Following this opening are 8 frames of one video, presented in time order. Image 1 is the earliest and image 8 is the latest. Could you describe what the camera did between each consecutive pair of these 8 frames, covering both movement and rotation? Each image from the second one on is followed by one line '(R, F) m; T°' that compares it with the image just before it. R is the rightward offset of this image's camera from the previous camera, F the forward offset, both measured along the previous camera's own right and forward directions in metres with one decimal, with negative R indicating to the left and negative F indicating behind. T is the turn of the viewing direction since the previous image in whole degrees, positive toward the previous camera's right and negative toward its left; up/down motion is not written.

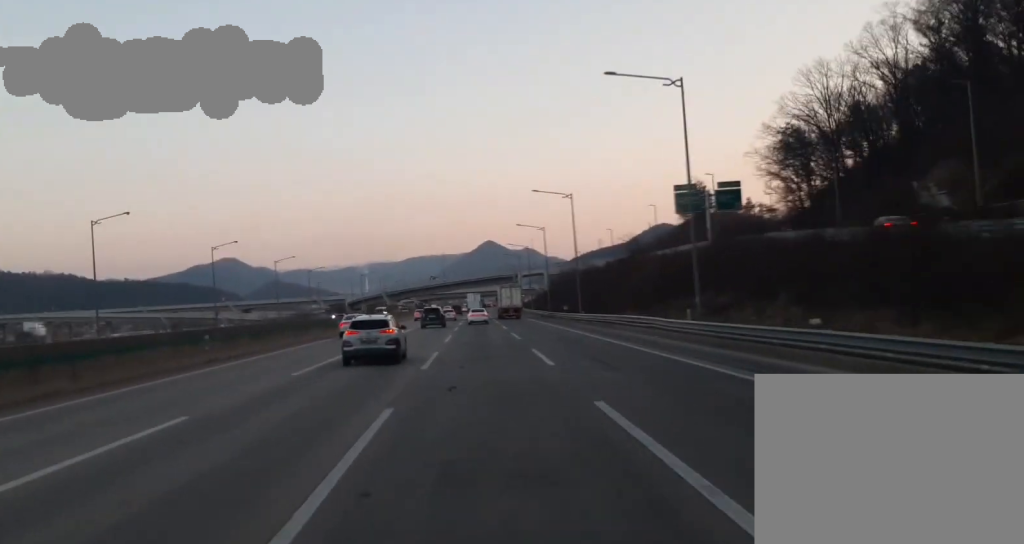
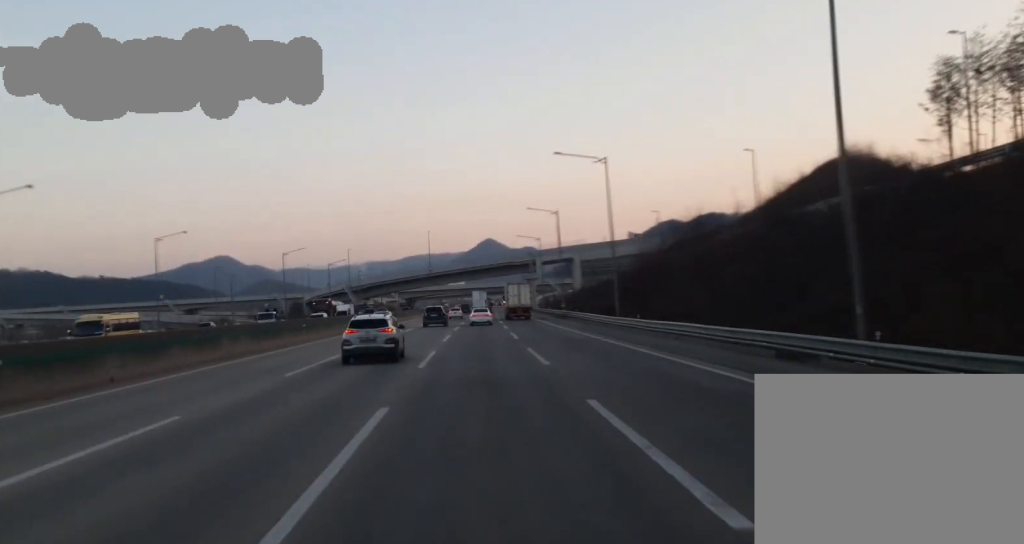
(-0.2, +100.9) m; +1°
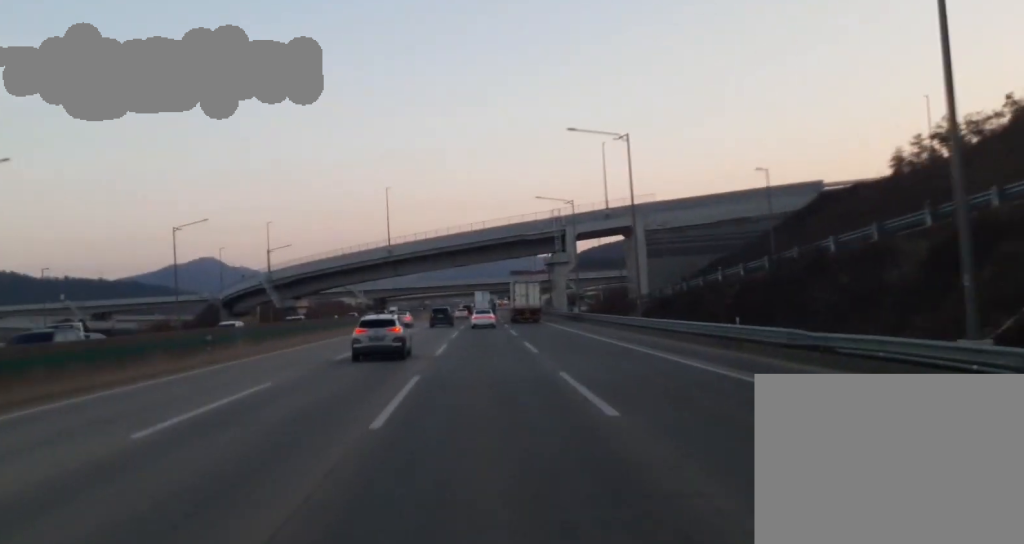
(+1.1, +92.0) m; +1°
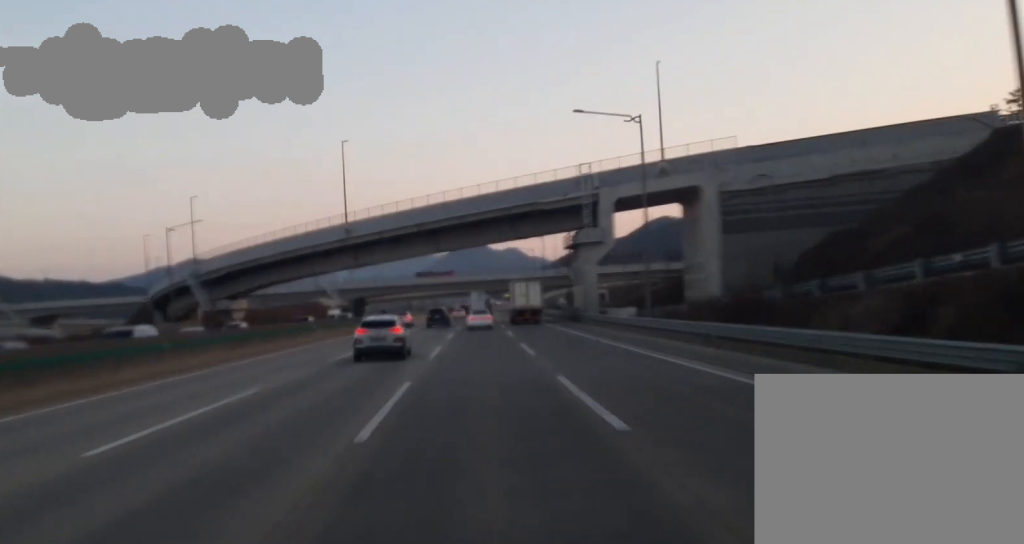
(+0.4, +40.5) m; 0°
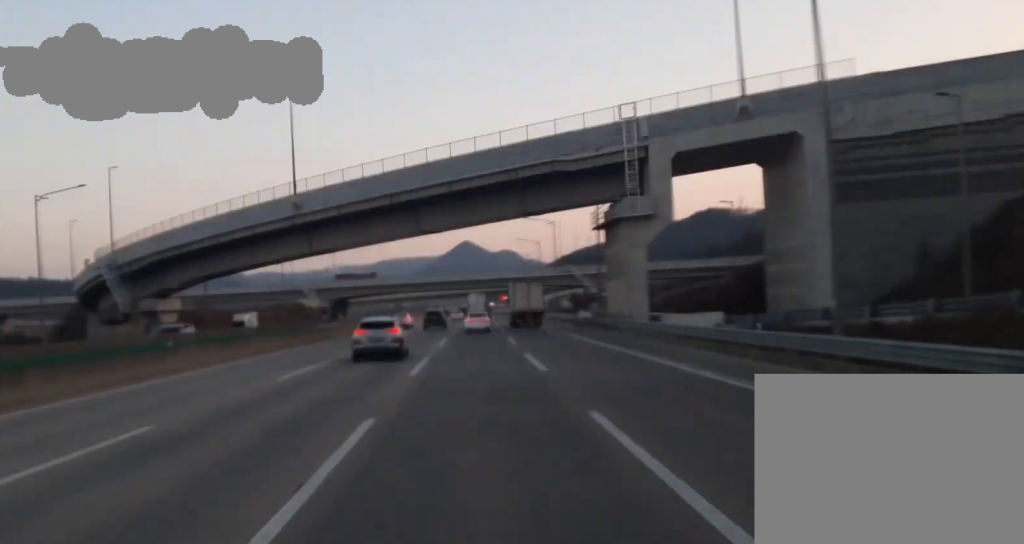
(0.0, +26.9) m; 0°
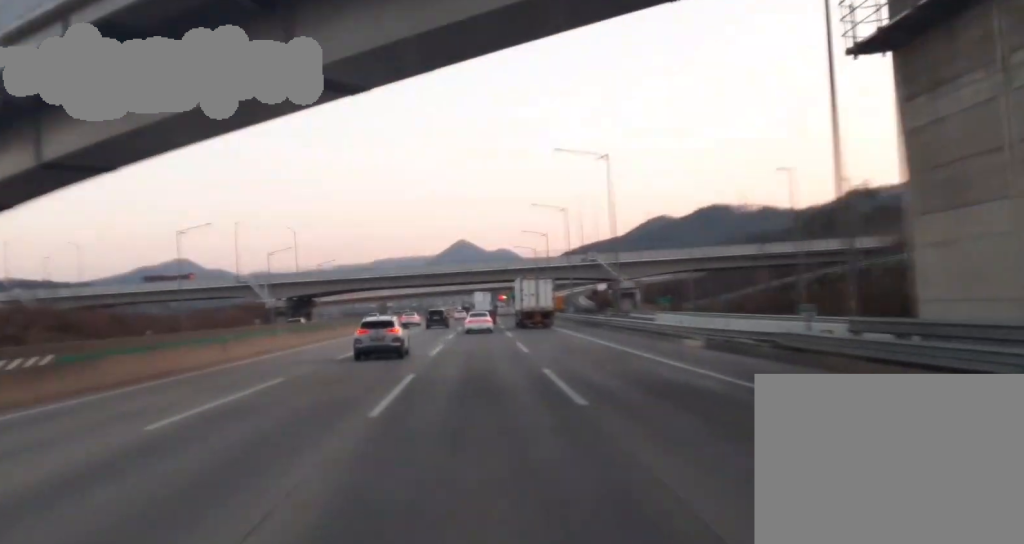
(0.0, +48.7) m; 0°
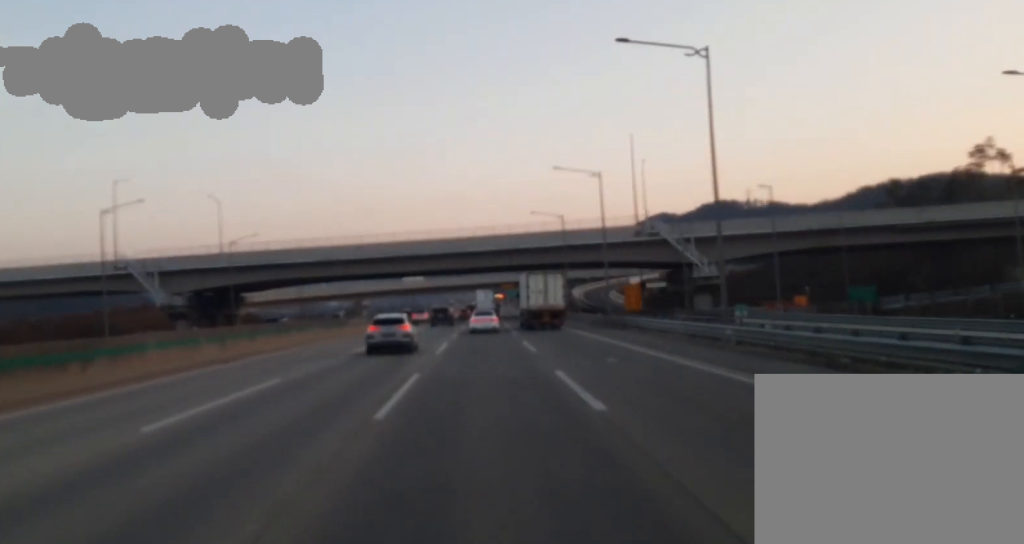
(+0.5, +60.5) m; +1°
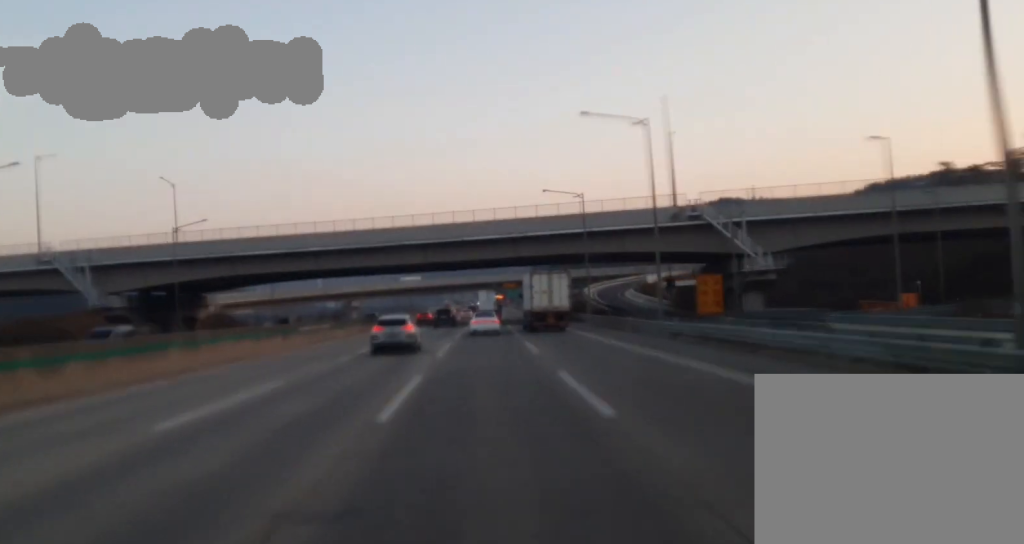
(0.0, +20.2) m; 0°
